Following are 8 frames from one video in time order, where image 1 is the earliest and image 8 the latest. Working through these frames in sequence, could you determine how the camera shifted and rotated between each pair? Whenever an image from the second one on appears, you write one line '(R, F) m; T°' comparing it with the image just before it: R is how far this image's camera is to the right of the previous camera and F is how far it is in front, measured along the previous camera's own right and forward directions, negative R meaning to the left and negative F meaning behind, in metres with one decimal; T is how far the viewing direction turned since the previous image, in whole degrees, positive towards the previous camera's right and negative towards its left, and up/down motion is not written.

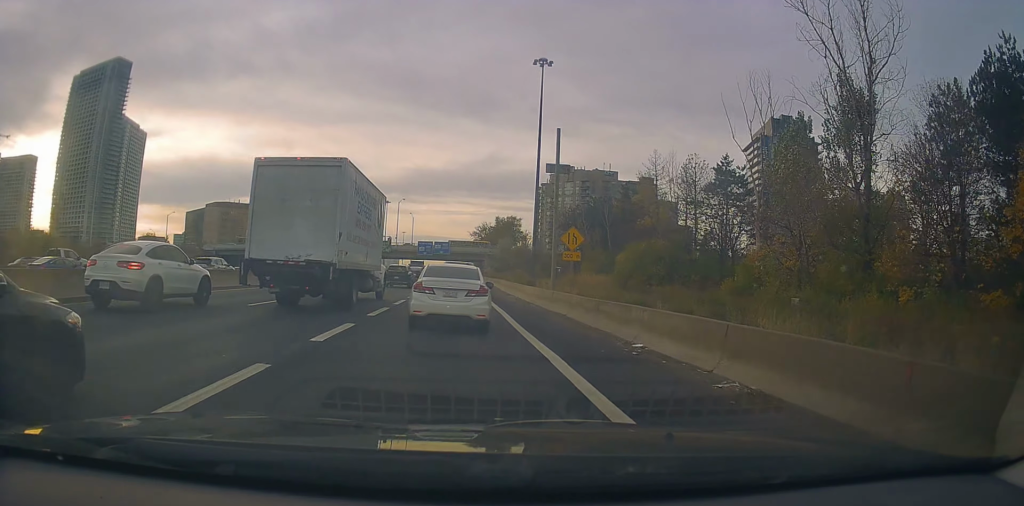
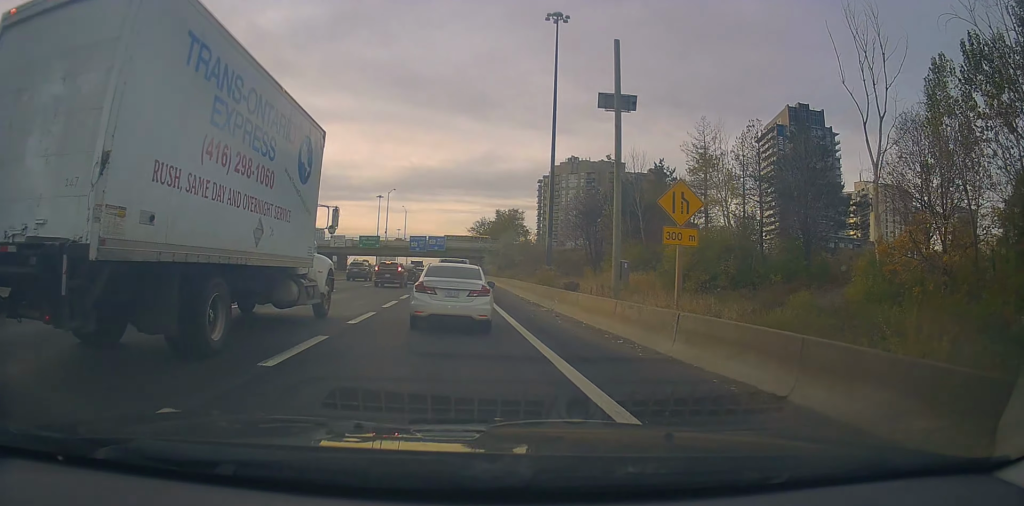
(-0.1, +14.5) m; 0°
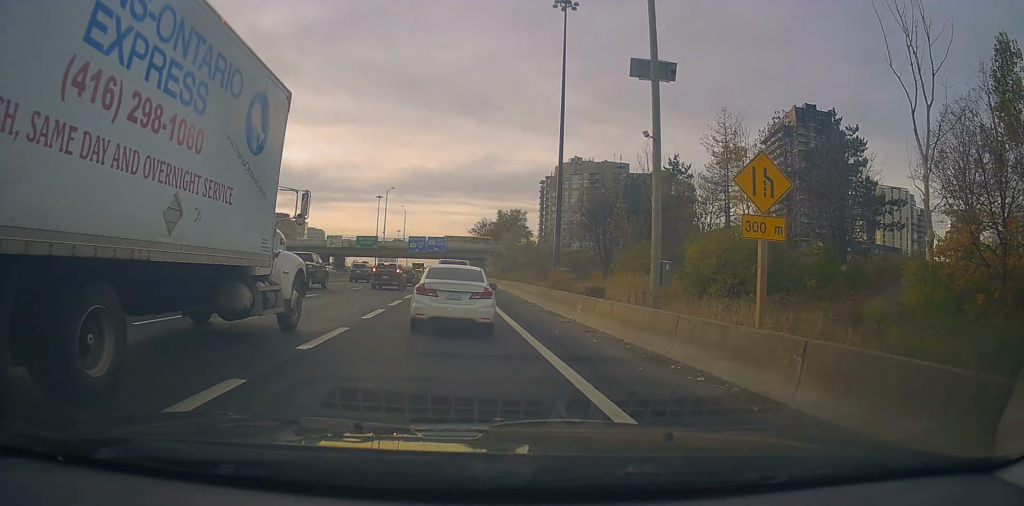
(0.0, +4.1) m; 0°
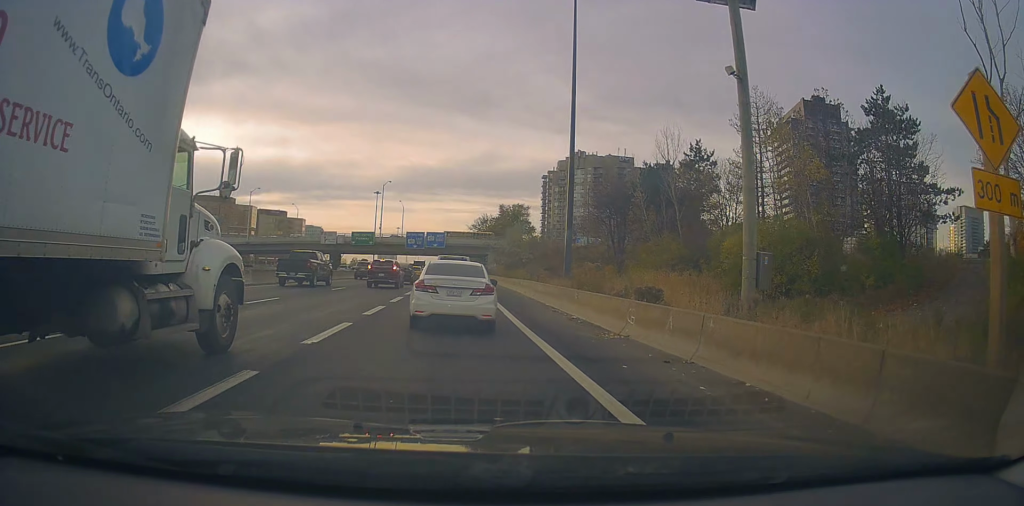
(0.0, +5.9) m; 0°
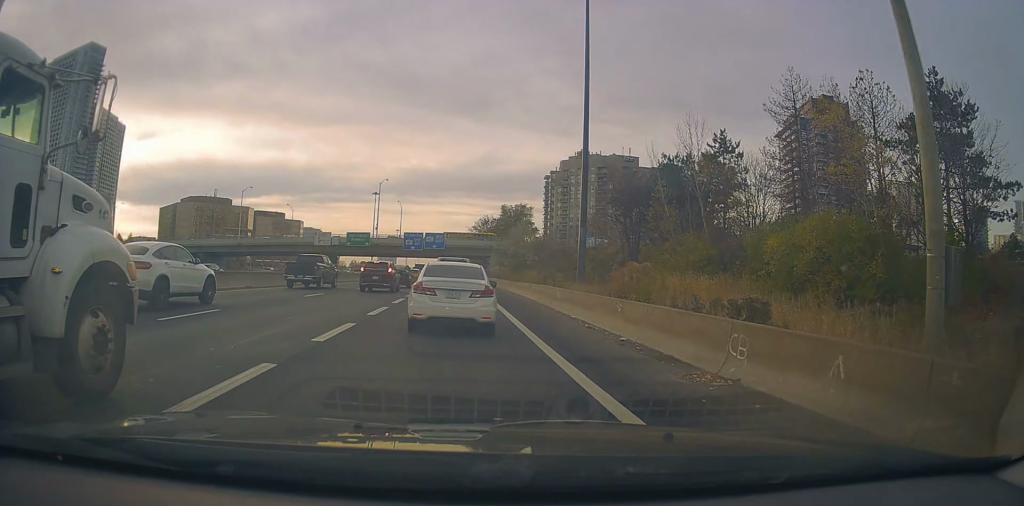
(0.0, +5.4) m; 0°
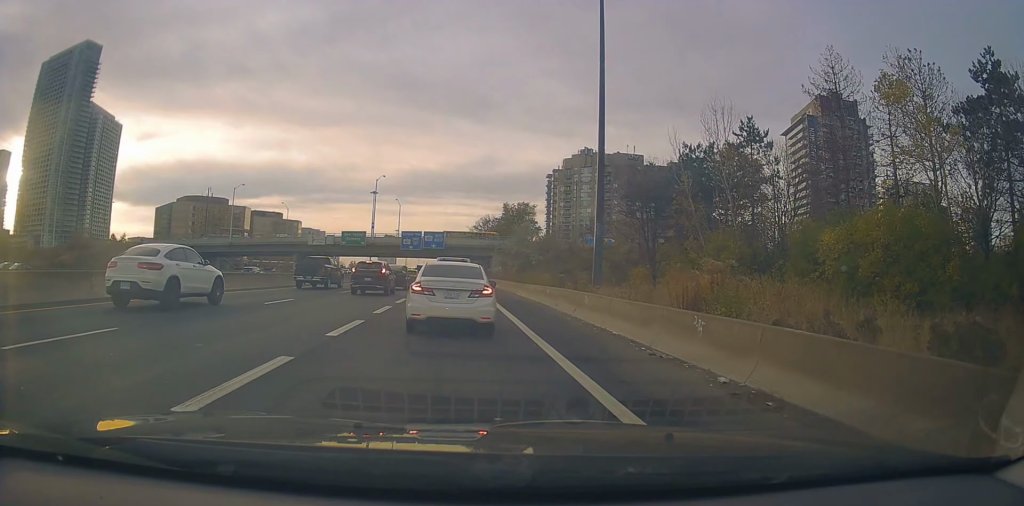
(0.0, +5.1) m; 0°
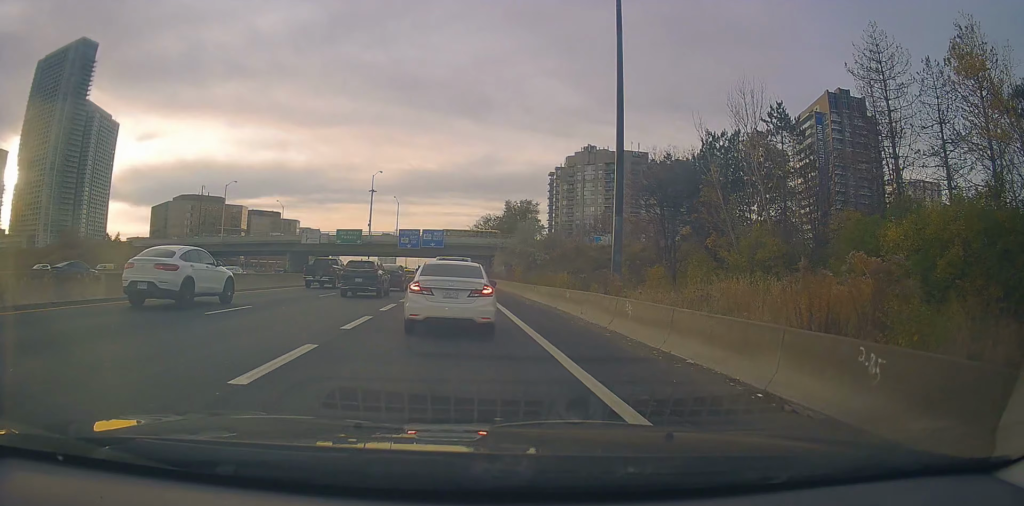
(0.0, +4.7) m; 0°
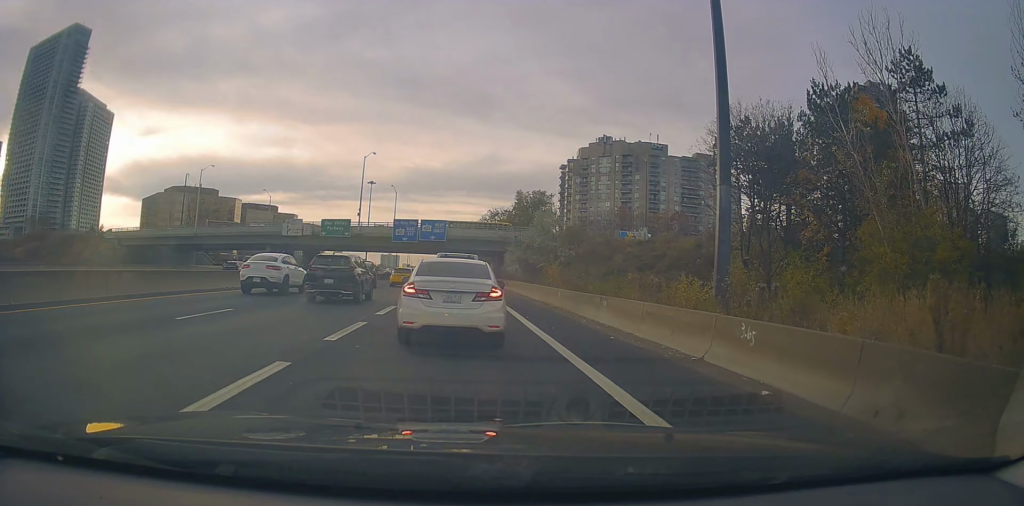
(+0.5, +14.8) m; 0°
